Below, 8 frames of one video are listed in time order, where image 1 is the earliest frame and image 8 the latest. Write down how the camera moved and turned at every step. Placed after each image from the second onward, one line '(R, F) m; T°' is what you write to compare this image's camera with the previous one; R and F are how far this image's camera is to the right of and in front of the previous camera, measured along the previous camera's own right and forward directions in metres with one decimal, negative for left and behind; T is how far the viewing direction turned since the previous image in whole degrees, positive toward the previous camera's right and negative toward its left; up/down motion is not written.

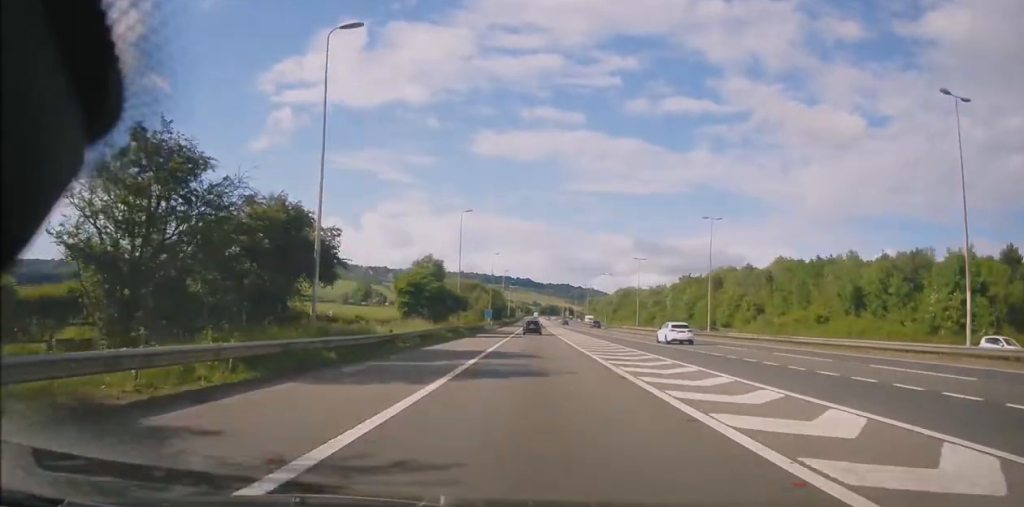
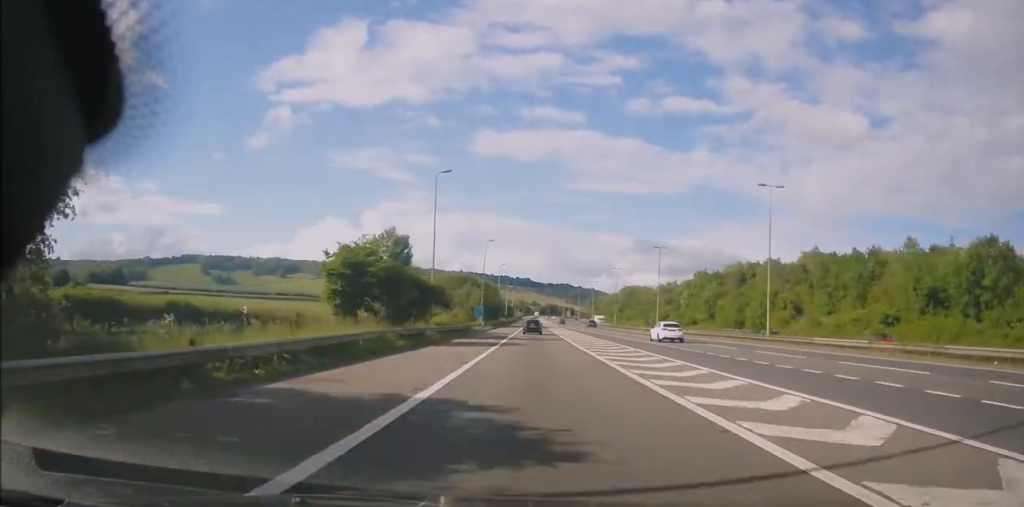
(-0.1, +15.2) m; 0°
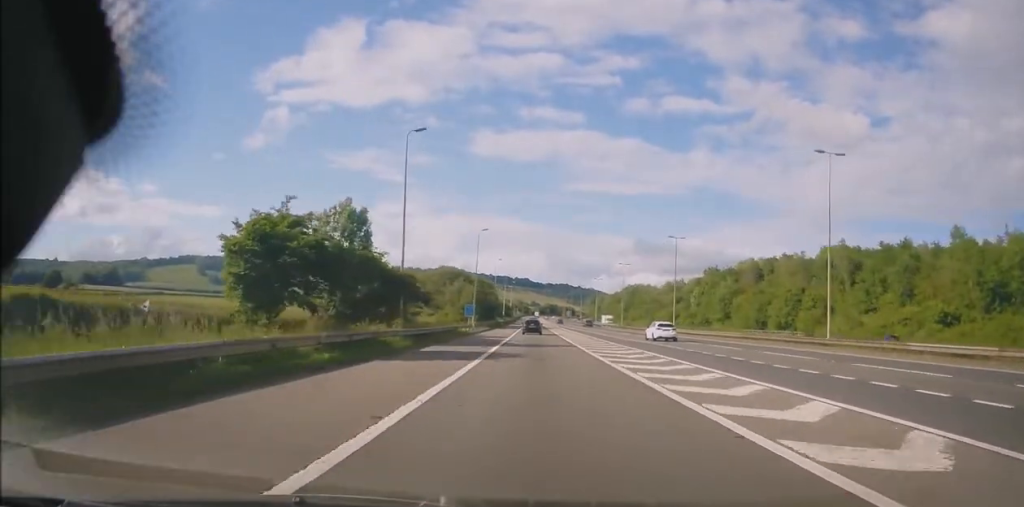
(+0.1, +10.1) m; 0°
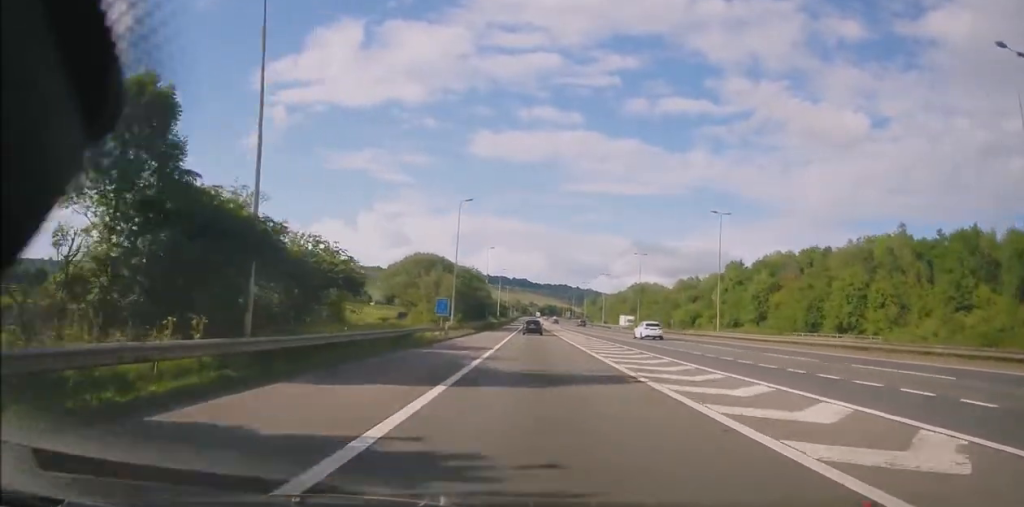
(0.0, +18.3) m; 0°
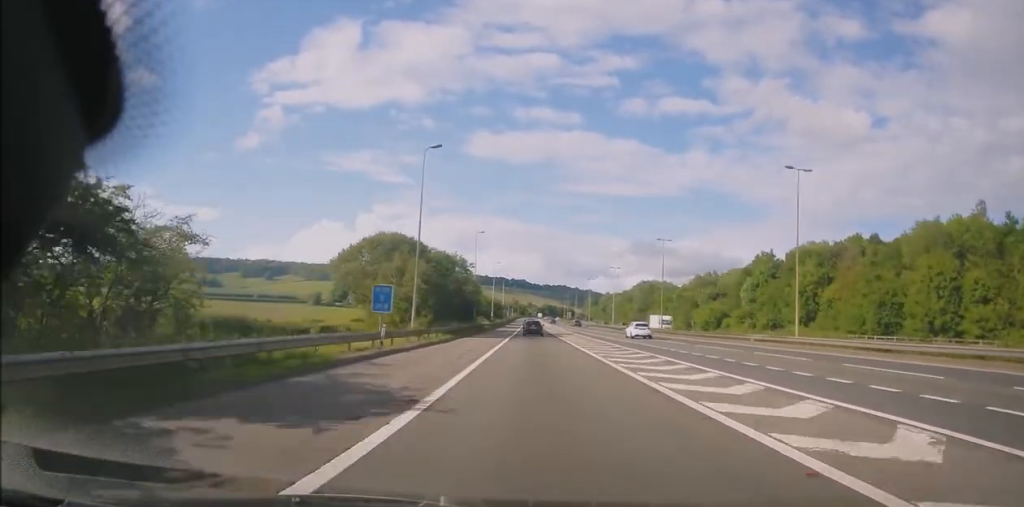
(0.0, +17.6) m; 0°
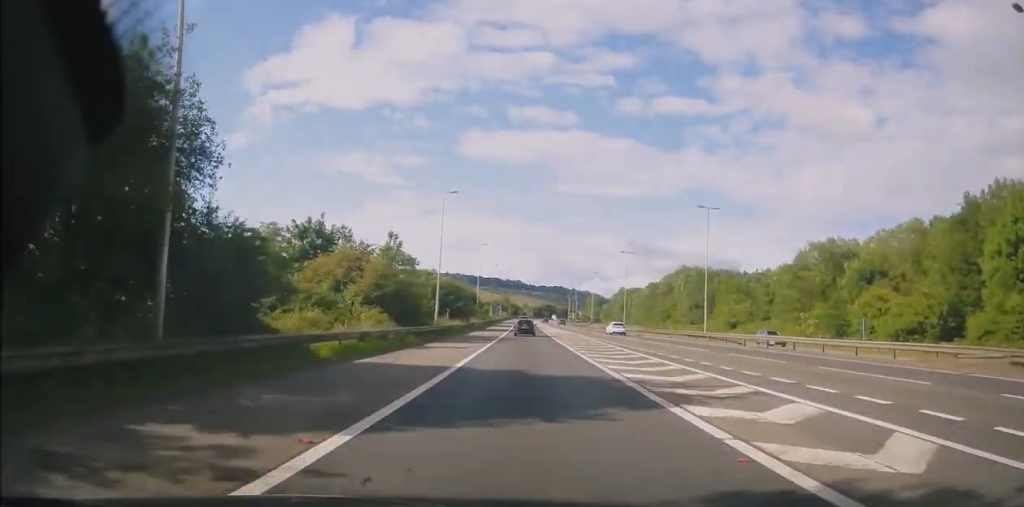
(+0.1, +63.0) m; 0°
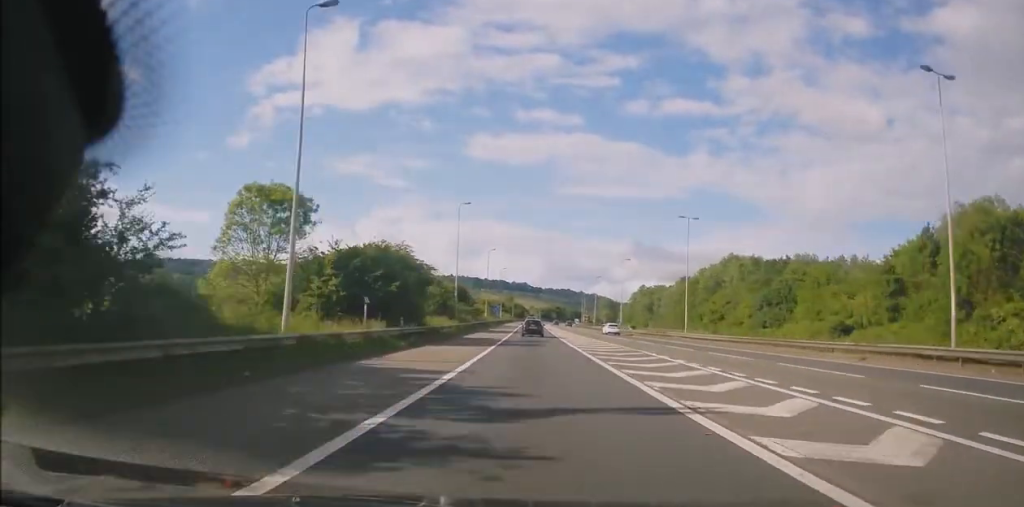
(0.0, +32.5) m; 0°
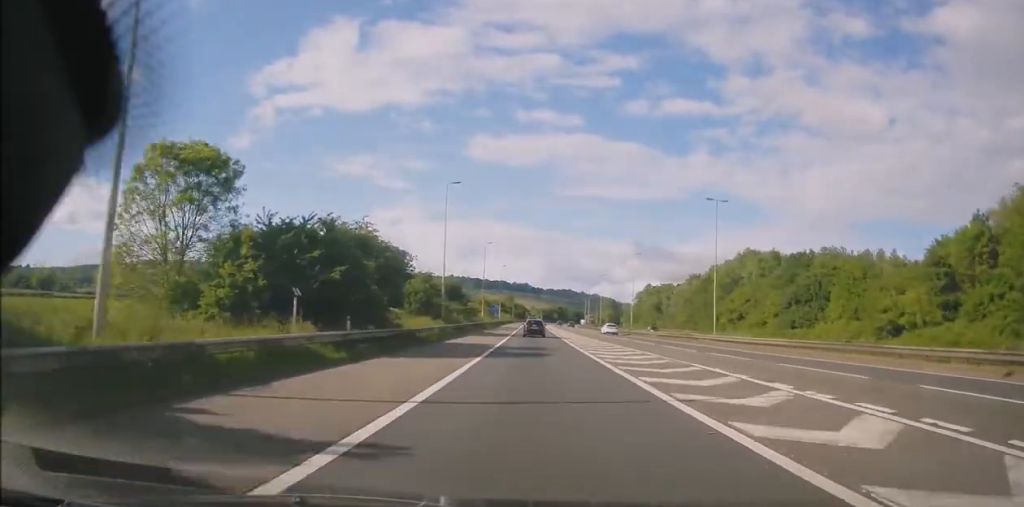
(-0.1, +9.0) m; 0°
